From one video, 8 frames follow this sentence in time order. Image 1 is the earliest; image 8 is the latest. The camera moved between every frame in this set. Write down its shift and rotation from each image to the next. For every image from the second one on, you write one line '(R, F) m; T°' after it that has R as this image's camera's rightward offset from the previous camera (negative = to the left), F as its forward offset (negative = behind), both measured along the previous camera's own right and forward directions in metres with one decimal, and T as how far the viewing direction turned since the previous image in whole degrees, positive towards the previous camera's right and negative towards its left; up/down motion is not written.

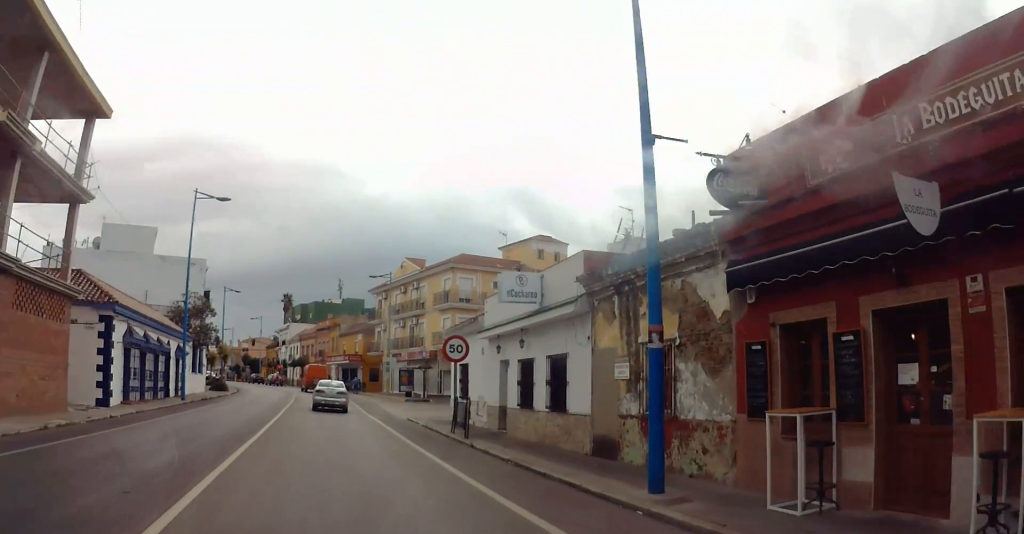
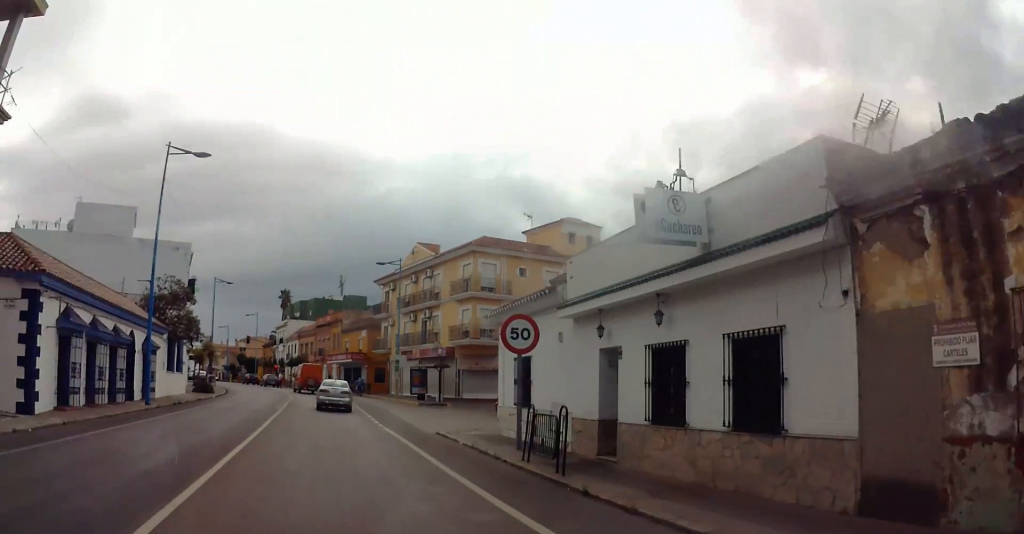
(0.0, +7.9) m; 0°
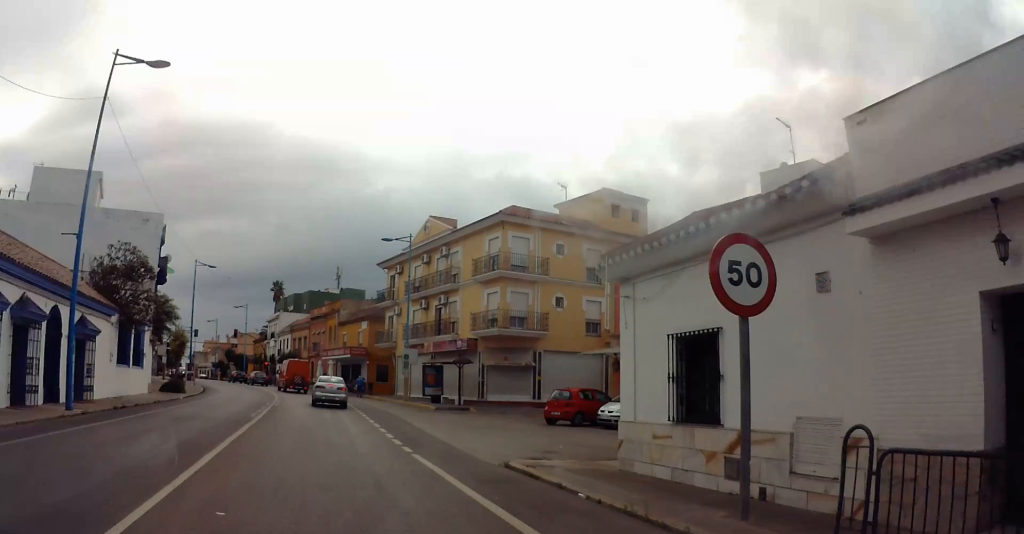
(0.0, +8.7) m; 0°
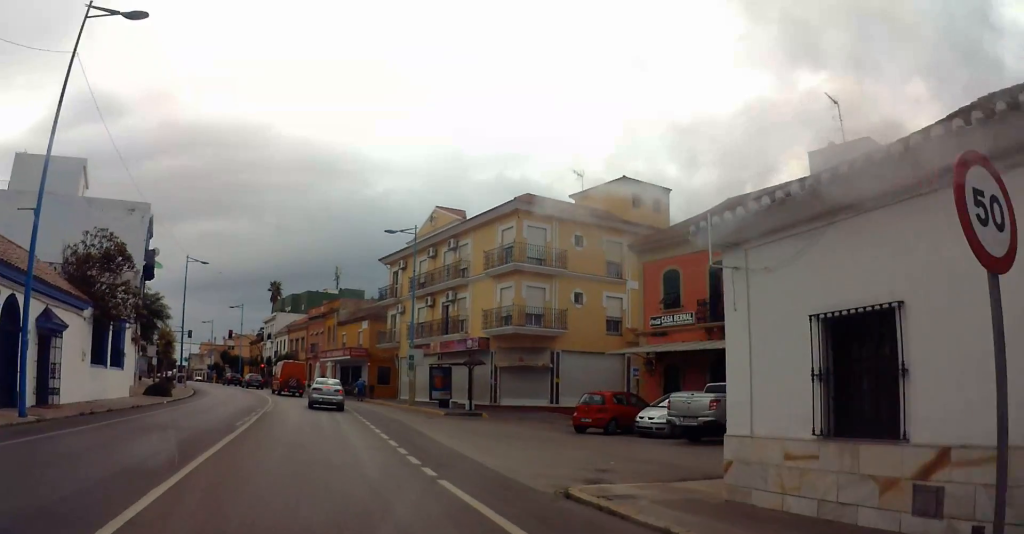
(0.0, +3.0) m; -1°
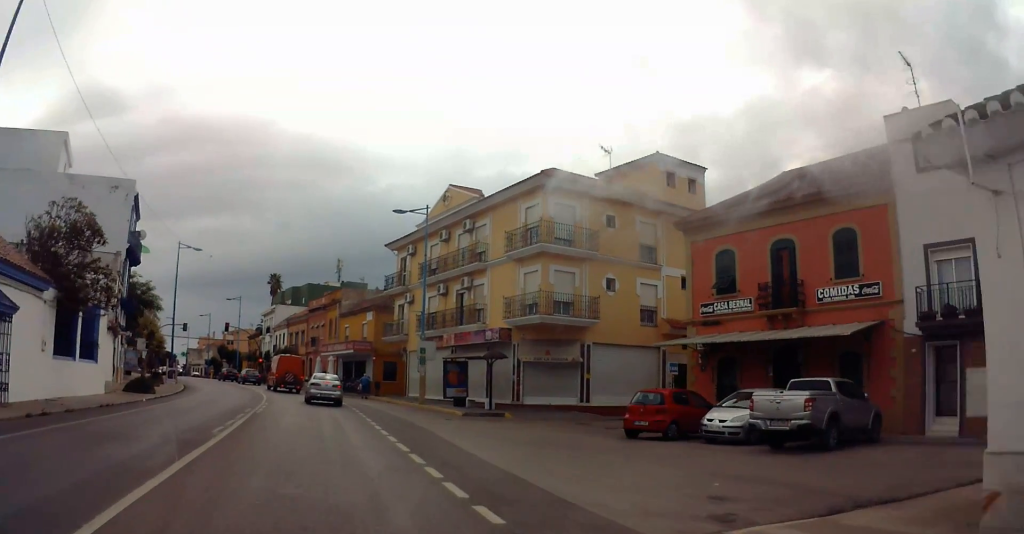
(0.0, +4.2) m; -2°
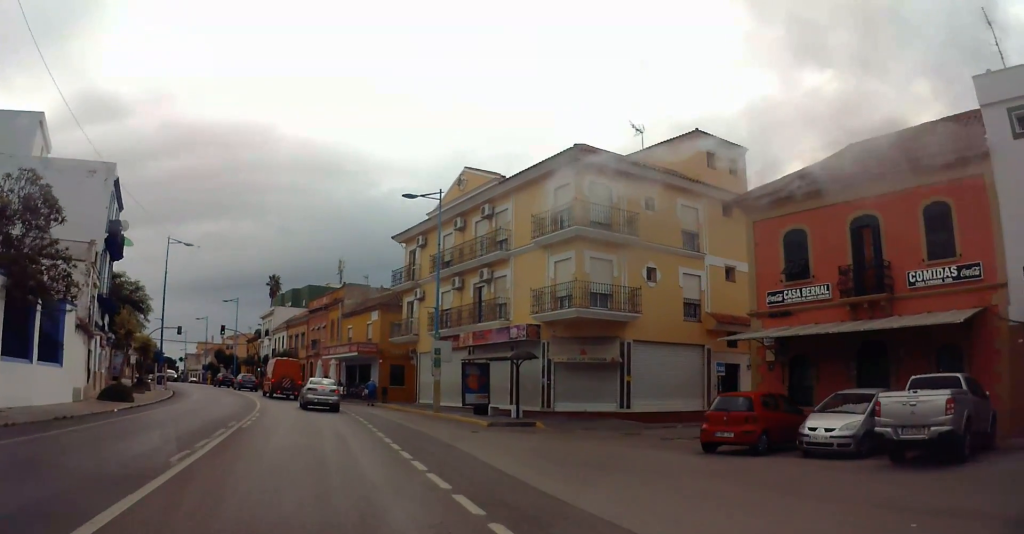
(-0.1, +3.9) m; -2°
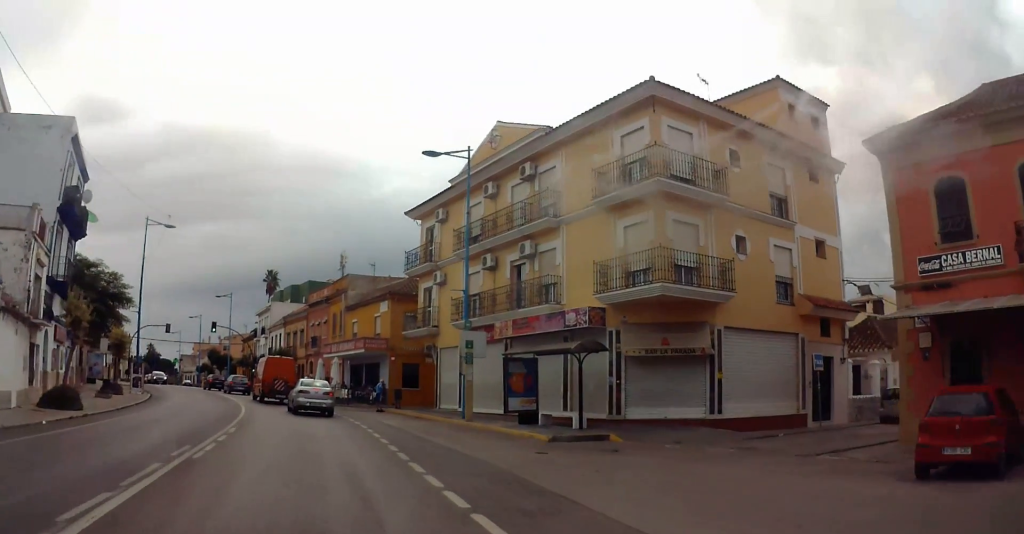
(-0.1, +6.1) m; -1°
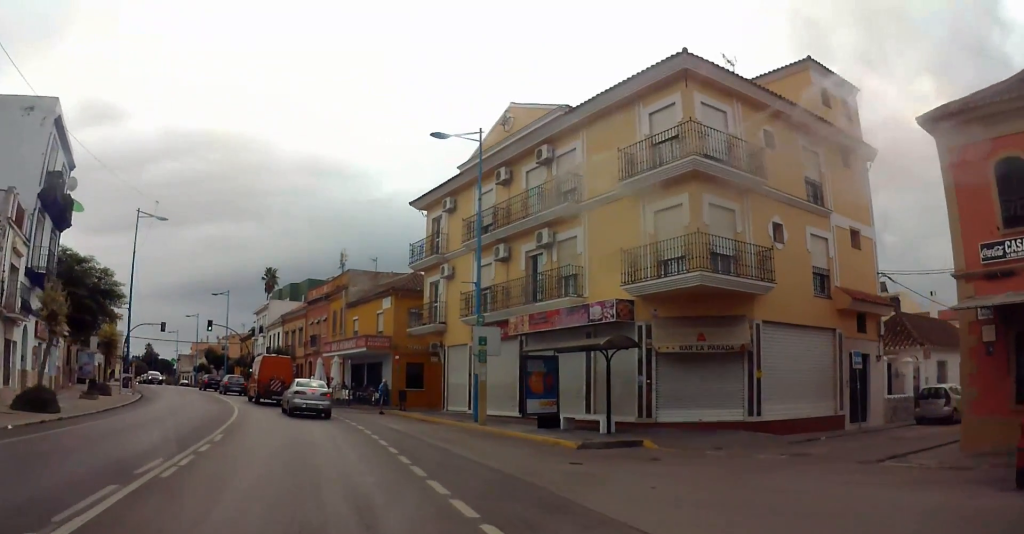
(0.0, +2.0) m; 0°
